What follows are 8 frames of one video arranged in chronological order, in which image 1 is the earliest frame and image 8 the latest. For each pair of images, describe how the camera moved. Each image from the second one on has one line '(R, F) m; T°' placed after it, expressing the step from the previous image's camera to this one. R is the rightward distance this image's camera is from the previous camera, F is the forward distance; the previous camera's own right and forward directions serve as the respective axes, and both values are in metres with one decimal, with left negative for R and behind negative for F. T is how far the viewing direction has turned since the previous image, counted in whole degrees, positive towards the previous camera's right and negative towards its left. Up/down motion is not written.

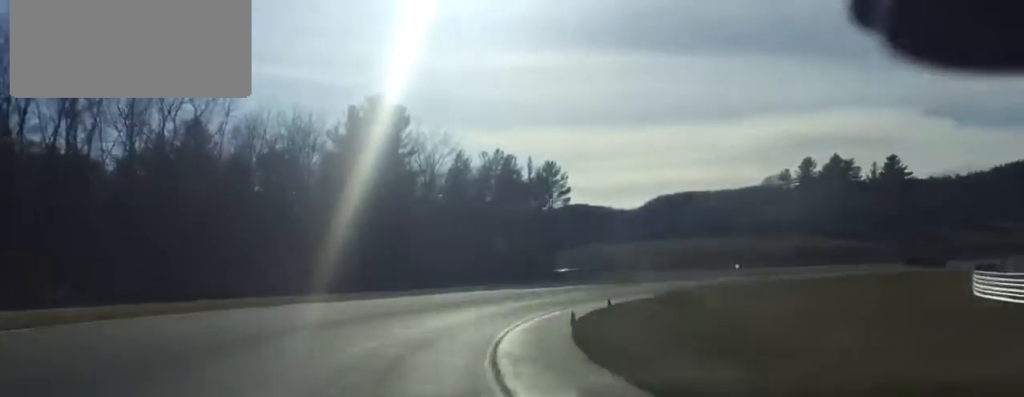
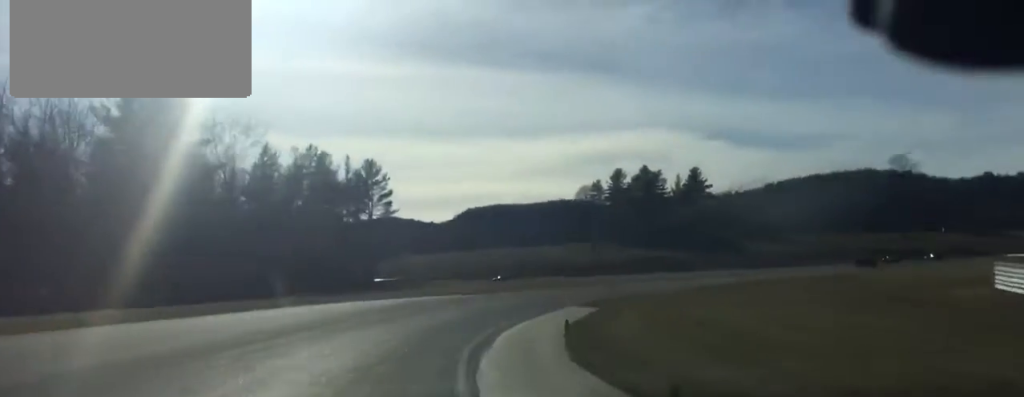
(+1.3, +15.4) m; +13°
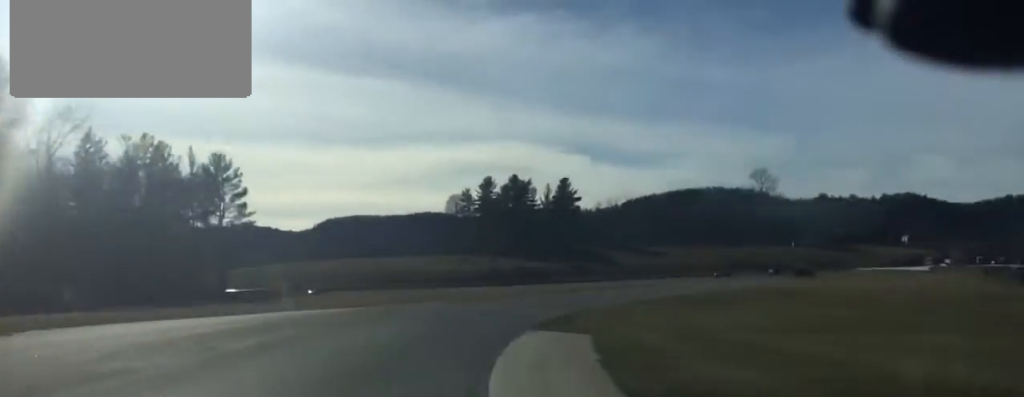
(-0.6, +11.6) m; +11°
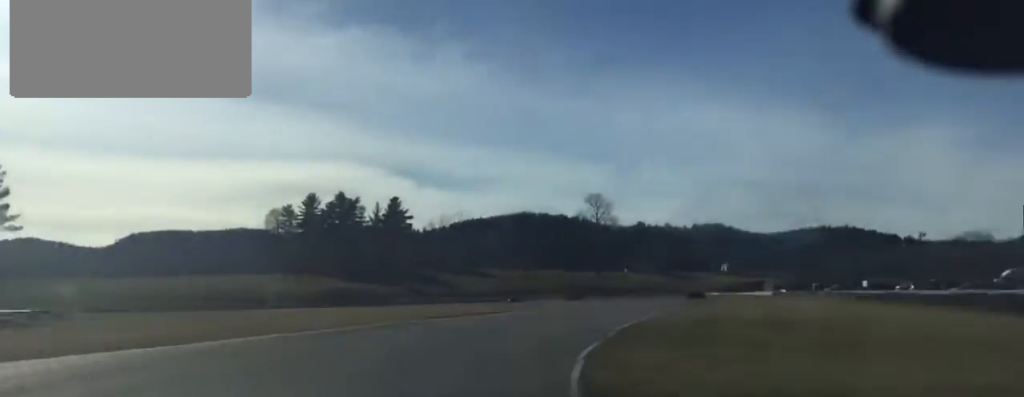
(+2.7, +14.7) m; +12°
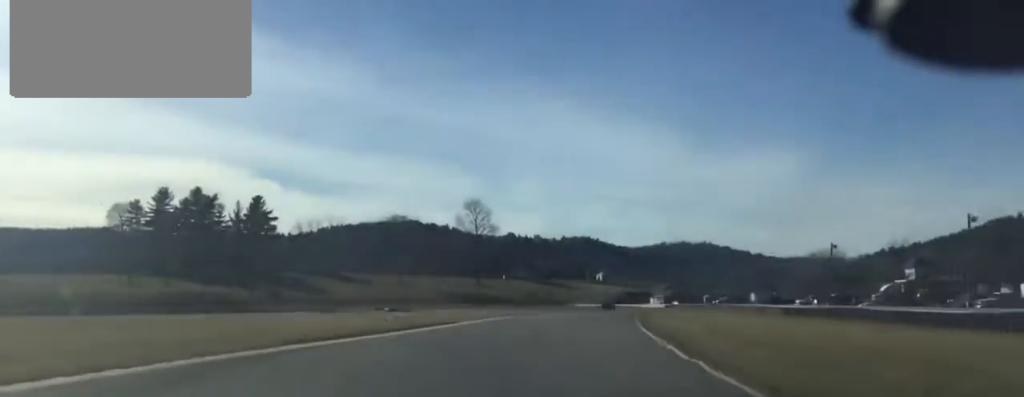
(+2.8, +14.9) m; +11°
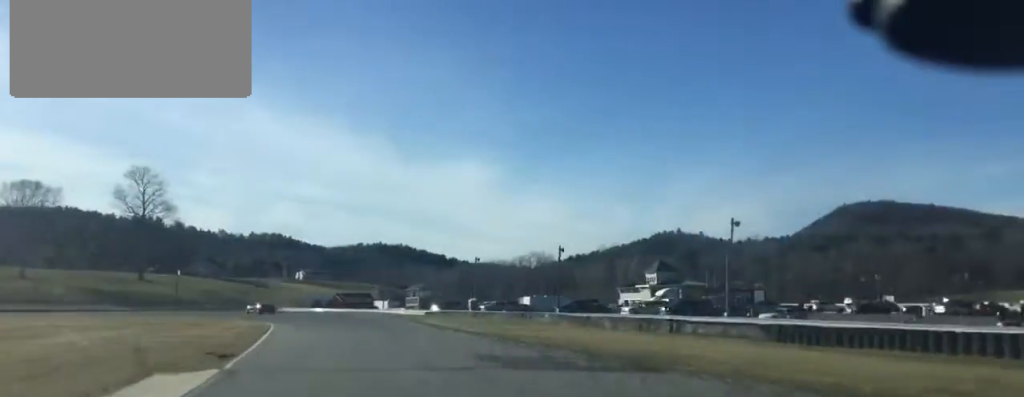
(+6.2, +48.3) m; +12°
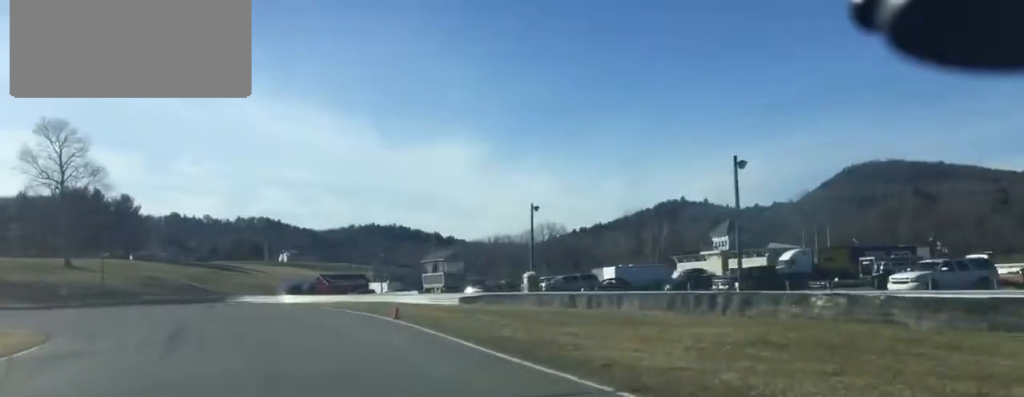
(+0.8, +43.6) m; 0°
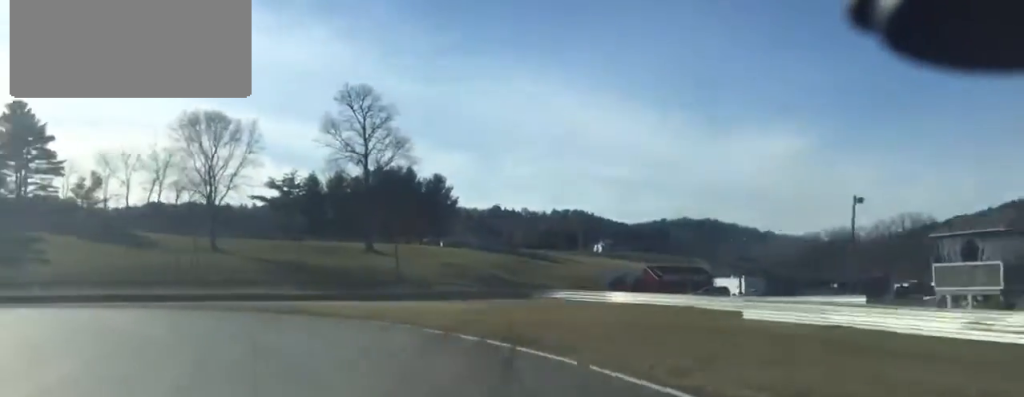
(-3.1, +38.3) m; -17°
